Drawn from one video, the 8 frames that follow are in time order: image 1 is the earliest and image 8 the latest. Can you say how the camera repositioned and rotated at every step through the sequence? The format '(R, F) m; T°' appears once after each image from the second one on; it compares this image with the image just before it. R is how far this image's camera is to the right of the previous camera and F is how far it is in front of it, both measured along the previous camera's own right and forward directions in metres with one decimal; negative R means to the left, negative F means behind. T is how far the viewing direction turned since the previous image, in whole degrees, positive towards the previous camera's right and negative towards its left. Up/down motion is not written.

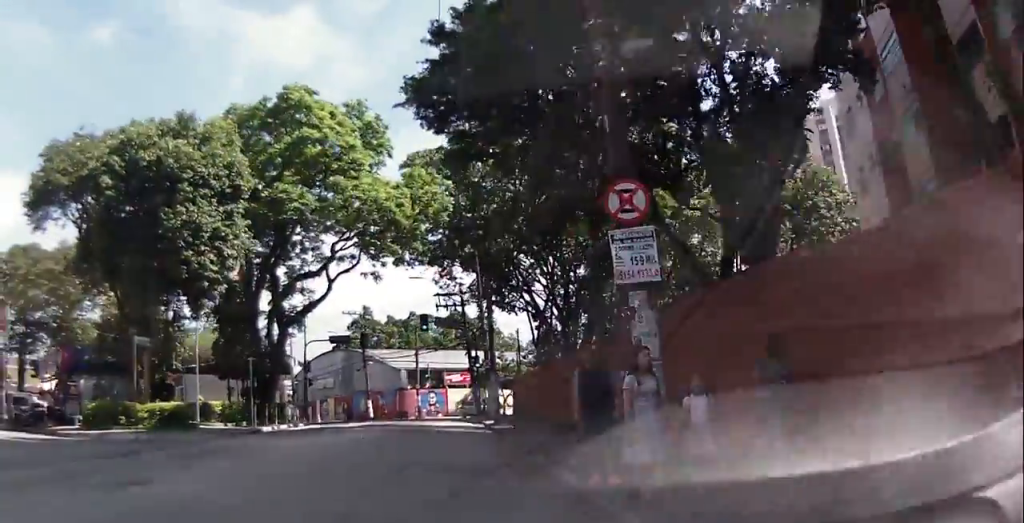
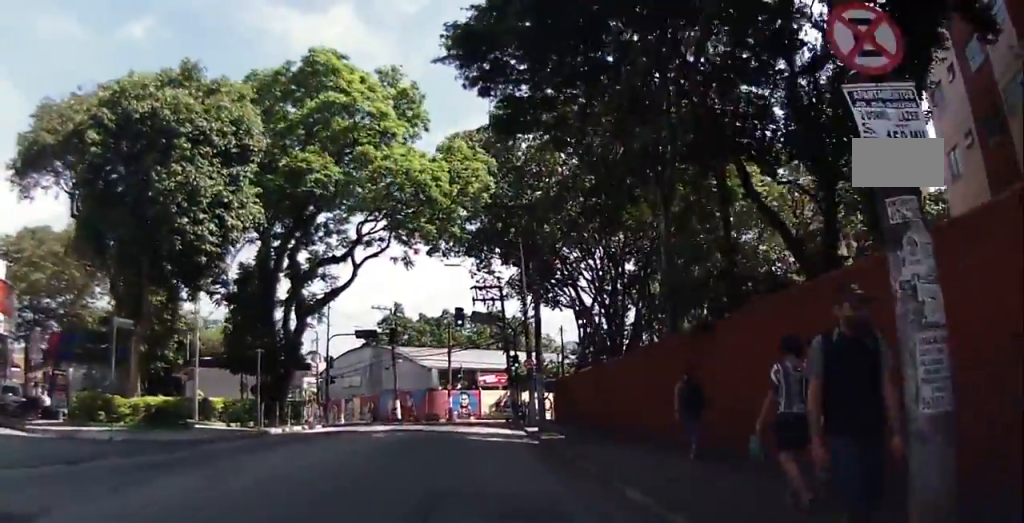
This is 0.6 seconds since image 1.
(-0.3, +3.9) m; -2°
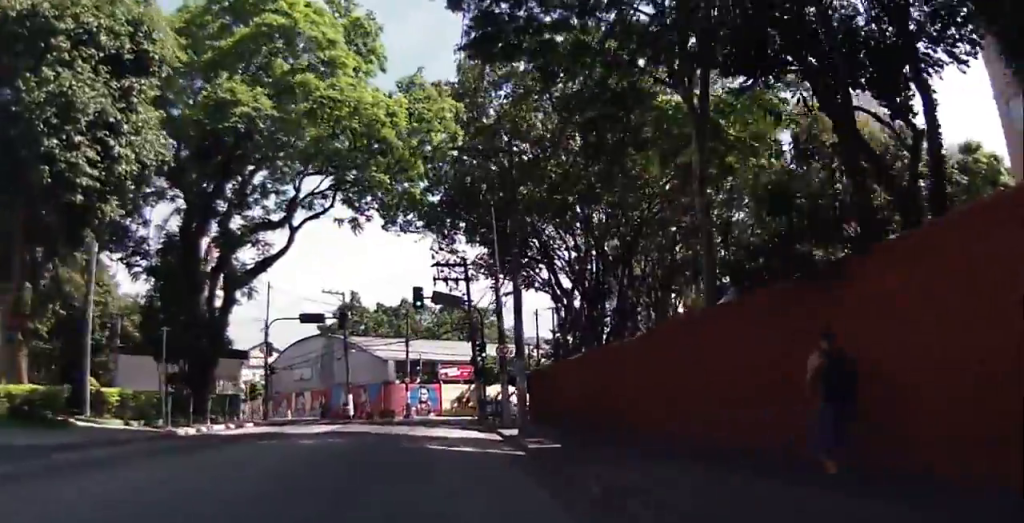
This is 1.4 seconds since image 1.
(+0.3, +5.6) m; +2°
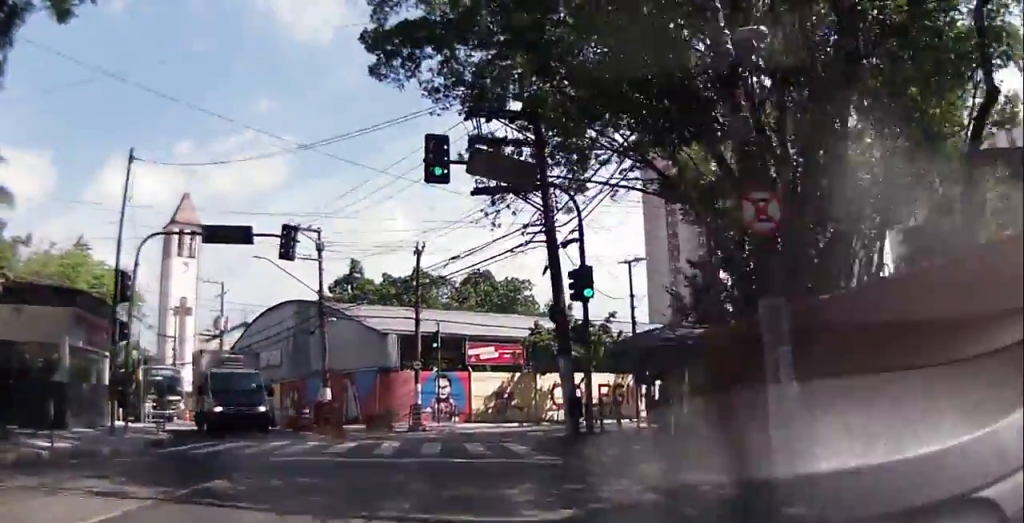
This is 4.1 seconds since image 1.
(-0.5, +19.5) m; -2°
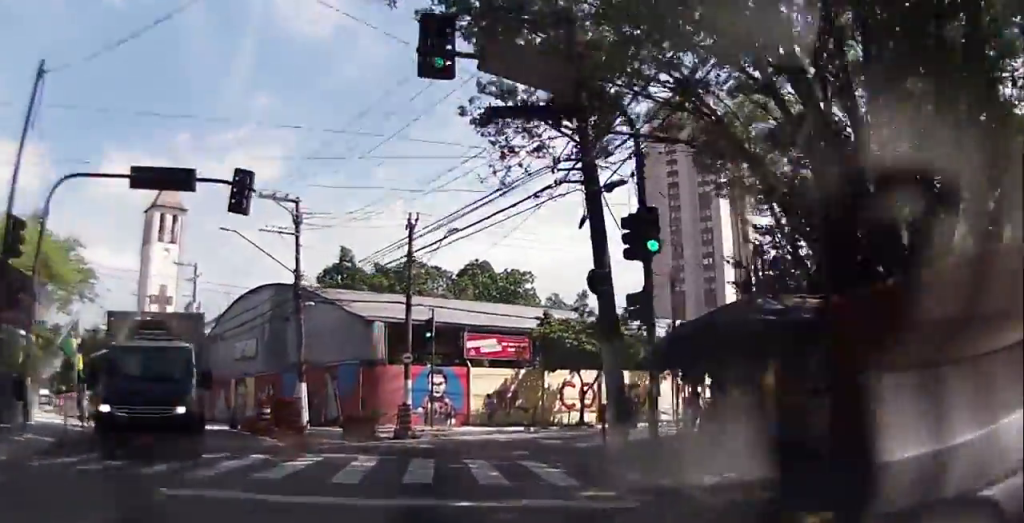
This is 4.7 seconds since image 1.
(0.0, +4.8) m; +3°
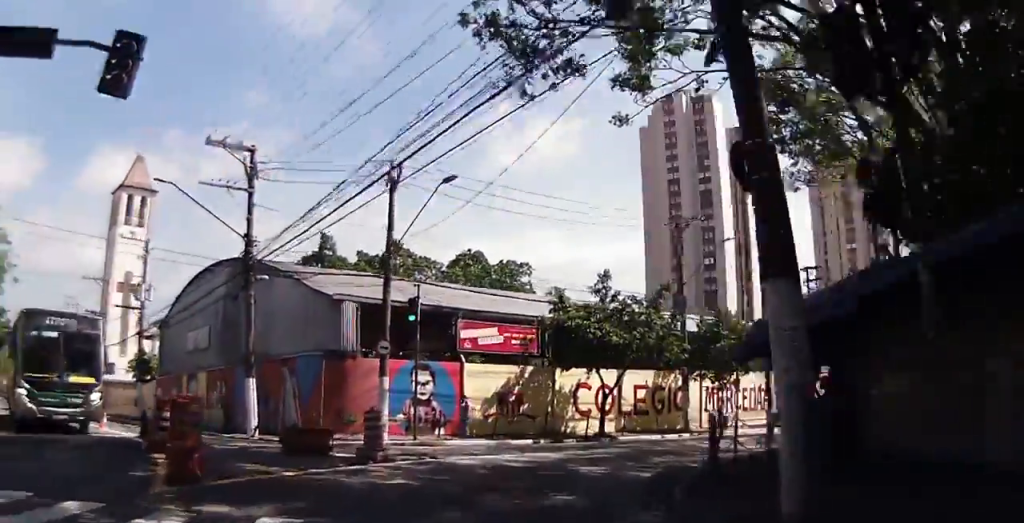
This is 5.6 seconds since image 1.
(+0.5, +6.6) m; +5°
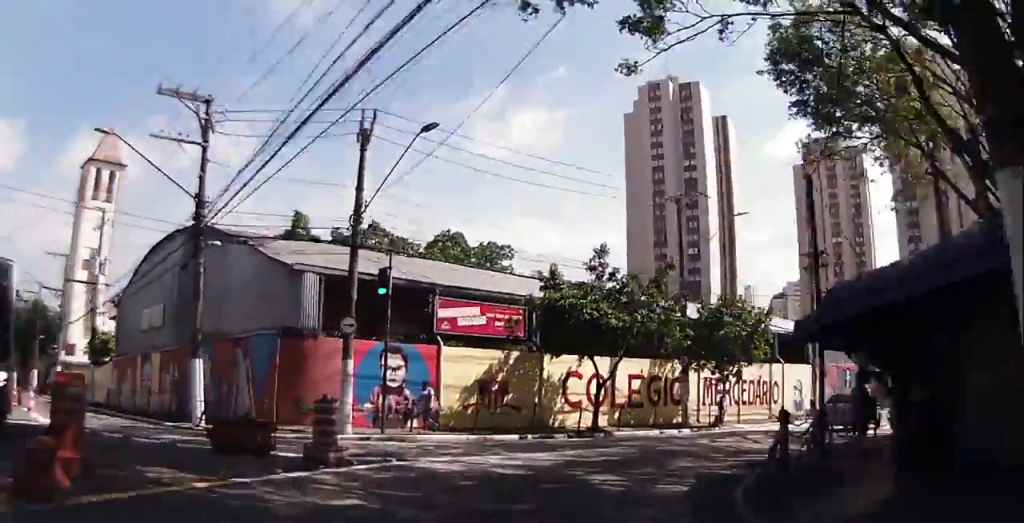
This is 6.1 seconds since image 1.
(0.0, +3.2) m; +1°
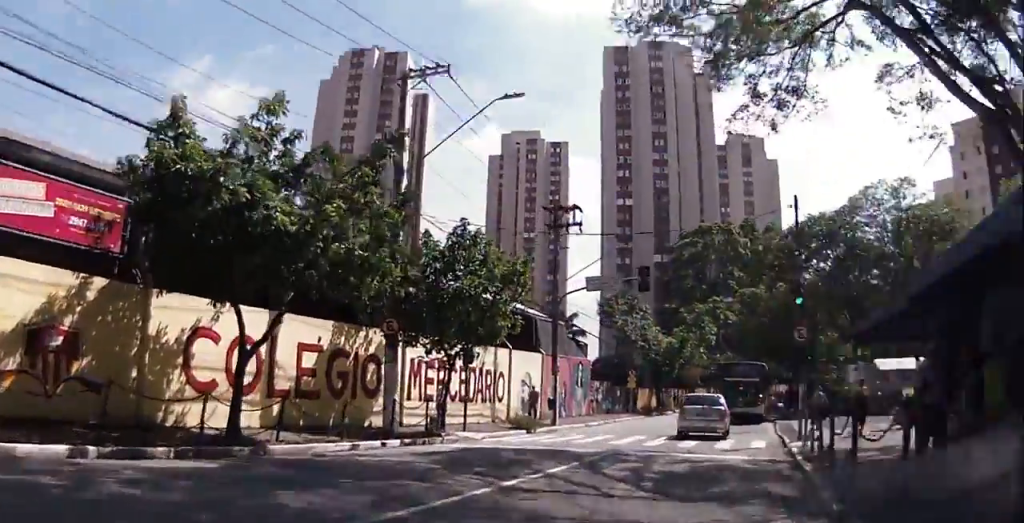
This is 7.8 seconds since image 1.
(+1.5, +12.0) m; +22°
